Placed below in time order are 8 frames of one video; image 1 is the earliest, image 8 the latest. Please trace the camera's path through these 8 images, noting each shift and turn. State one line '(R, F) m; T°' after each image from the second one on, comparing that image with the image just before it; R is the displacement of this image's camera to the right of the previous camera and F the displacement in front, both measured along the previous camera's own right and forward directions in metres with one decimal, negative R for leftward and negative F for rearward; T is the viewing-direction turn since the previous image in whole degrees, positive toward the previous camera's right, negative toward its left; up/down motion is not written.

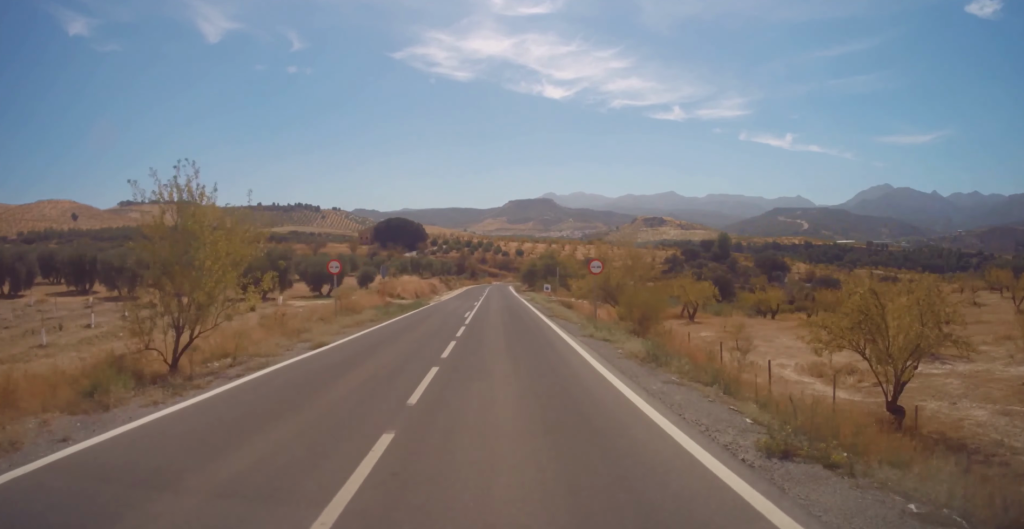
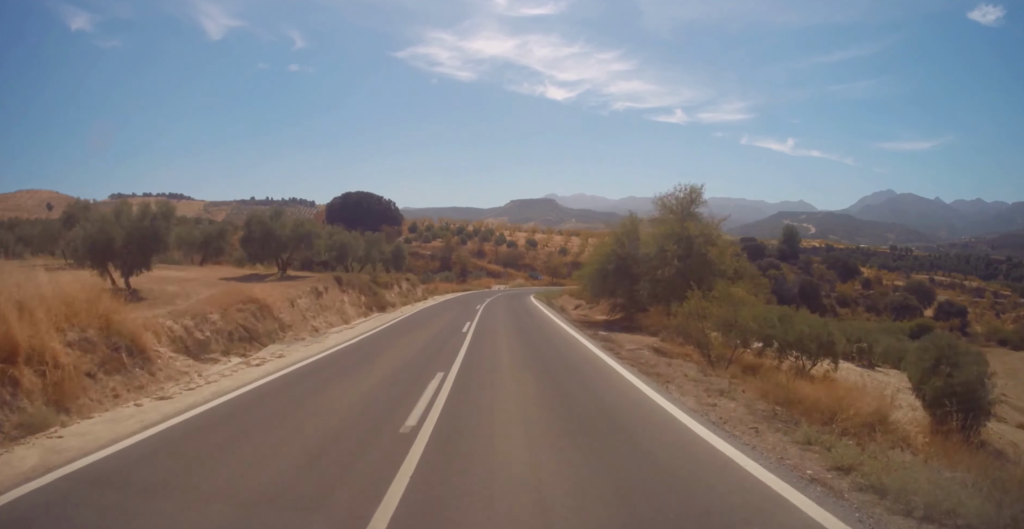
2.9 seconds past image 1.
(-6.5, +52.0) m; +9°
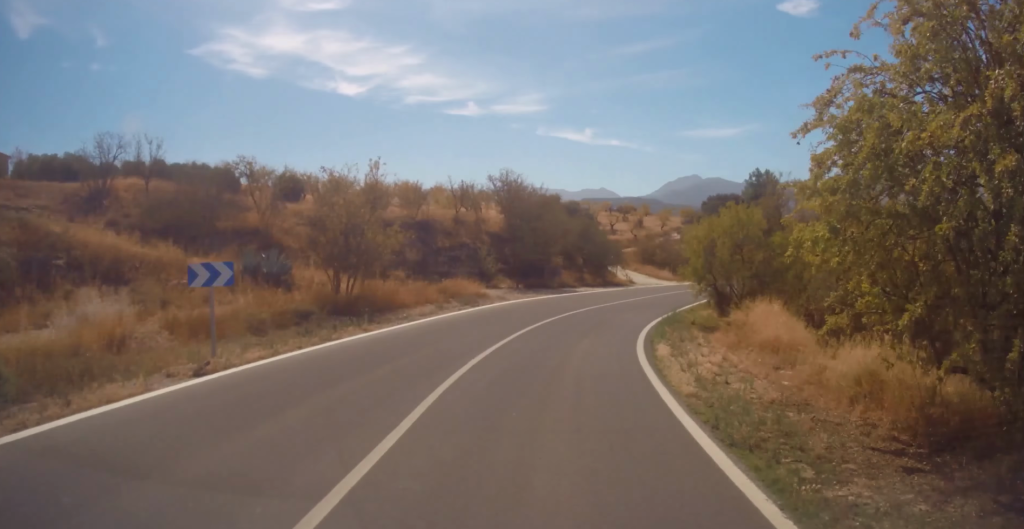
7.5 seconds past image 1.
(+17.4, +70.3) m; +17°
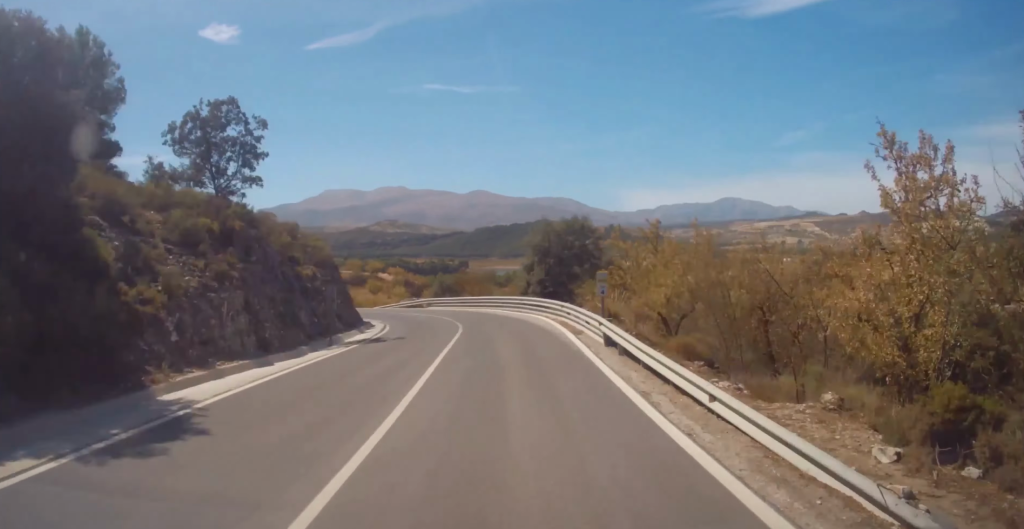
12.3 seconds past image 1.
(+14.9, +75.9) m; +16°
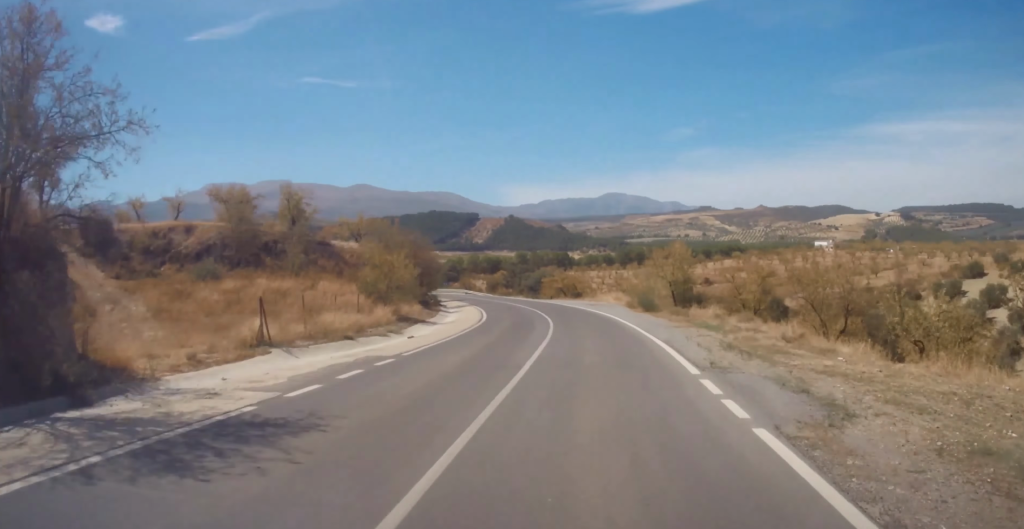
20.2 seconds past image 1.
(+15.0, +123.3) m; -1°
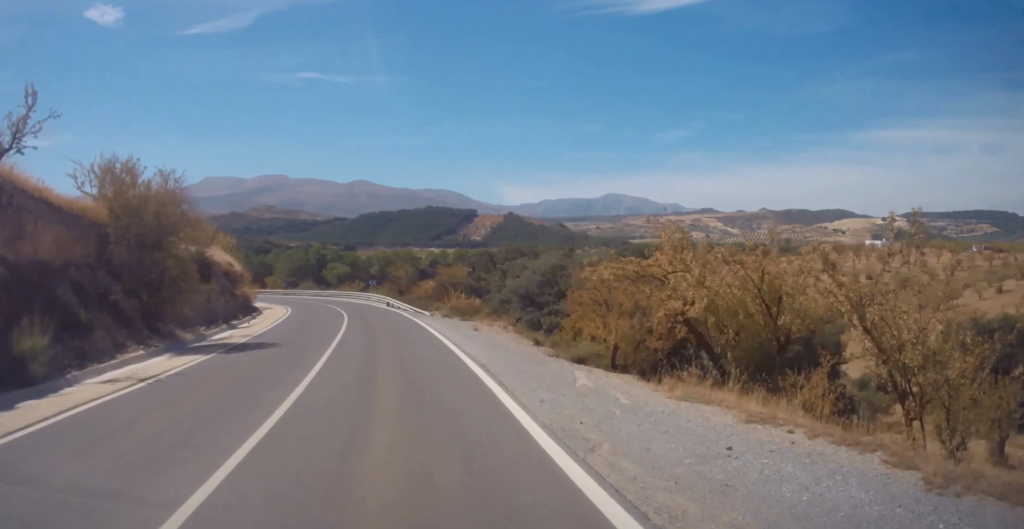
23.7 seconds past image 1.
(+13.0, +51.6) m; -17°
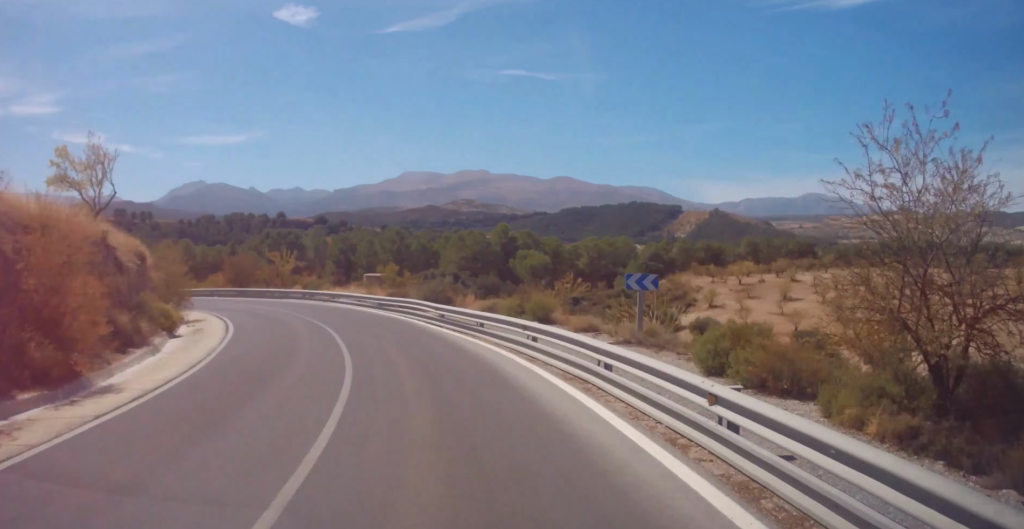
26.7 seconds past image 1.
(-6.3, +35.0) m; -20°
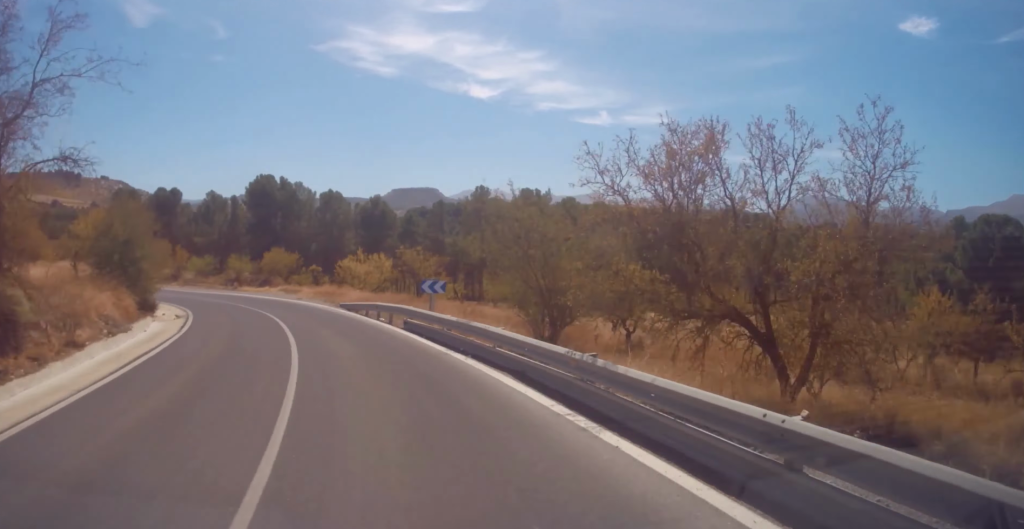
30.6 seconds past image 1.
(-25.4, +51.1) m; -31°
